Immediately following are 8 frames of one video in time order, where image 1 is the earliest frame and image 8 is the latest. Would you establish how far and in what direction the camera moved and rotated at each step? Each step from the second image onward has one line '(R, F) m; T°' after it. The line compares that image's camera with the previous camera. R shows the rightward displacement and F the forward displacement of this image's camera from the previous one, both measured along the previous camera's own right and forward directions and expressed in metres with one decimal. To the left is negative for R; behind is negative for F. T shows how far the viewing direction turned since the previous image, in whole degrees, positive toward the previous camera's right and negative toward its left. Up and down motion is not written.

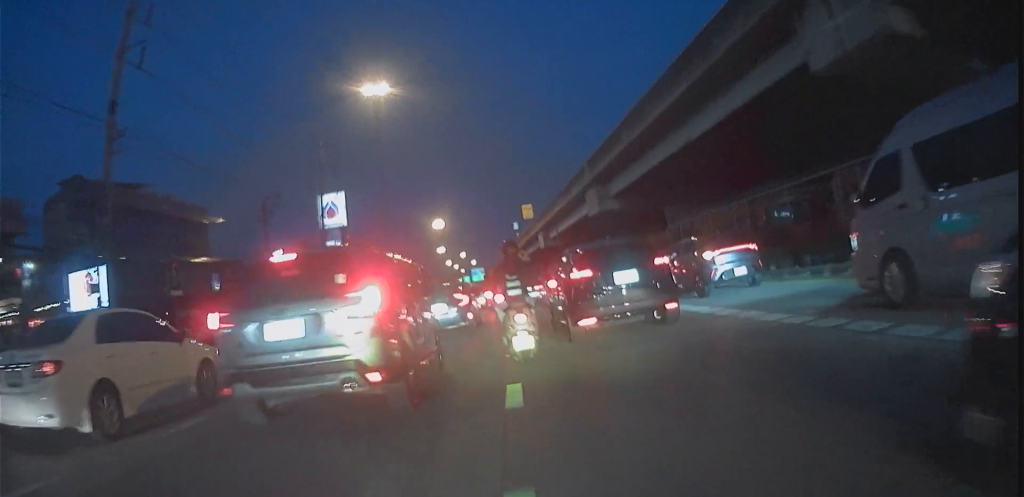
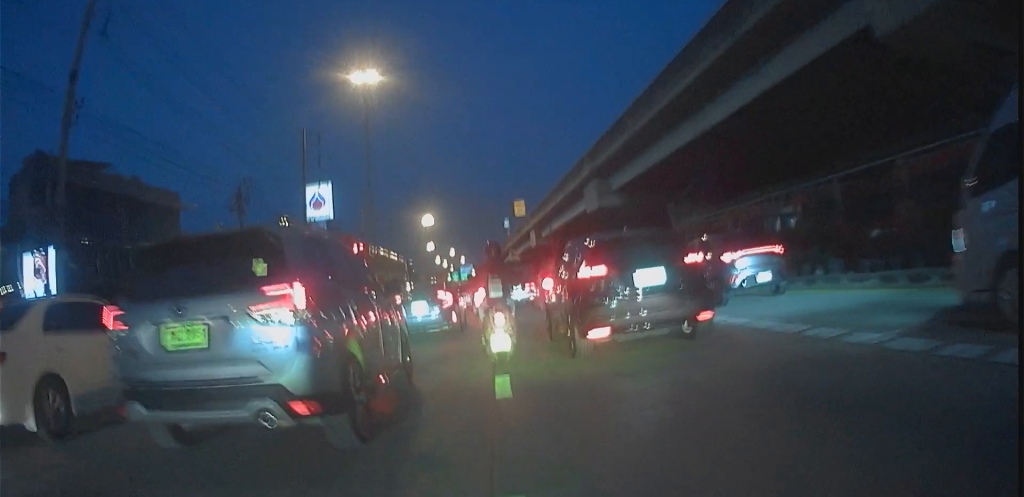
(-0.2, +3.4) m; -2°
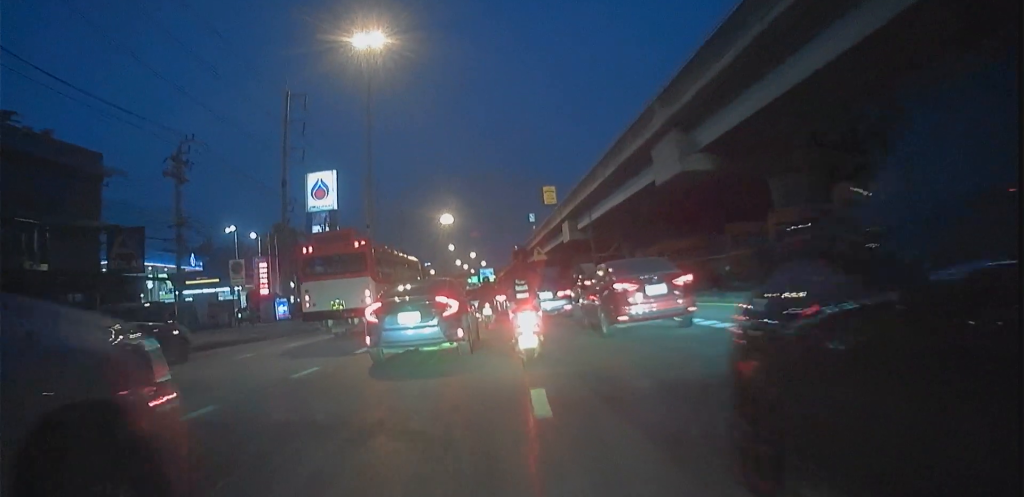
(-0.5, +12.0) m; -3°
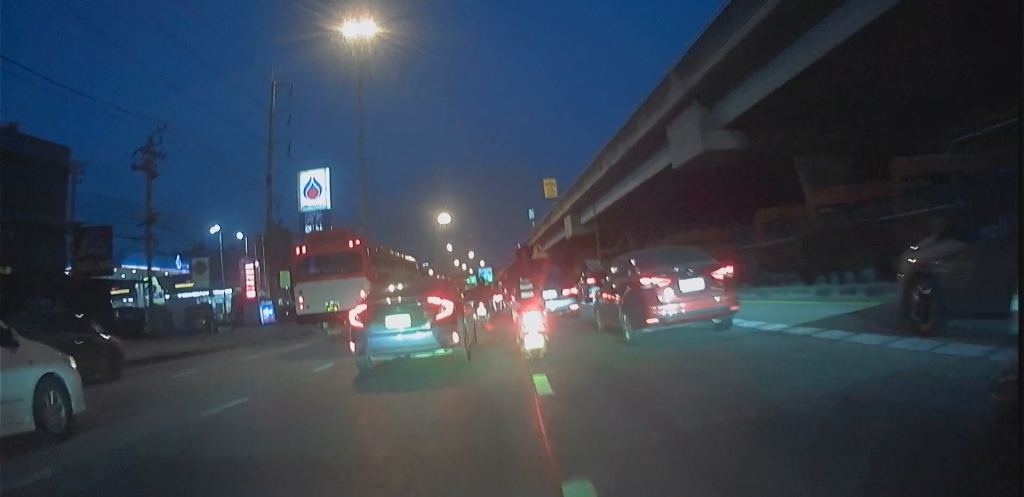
(0.0, +2.8) m; 0°
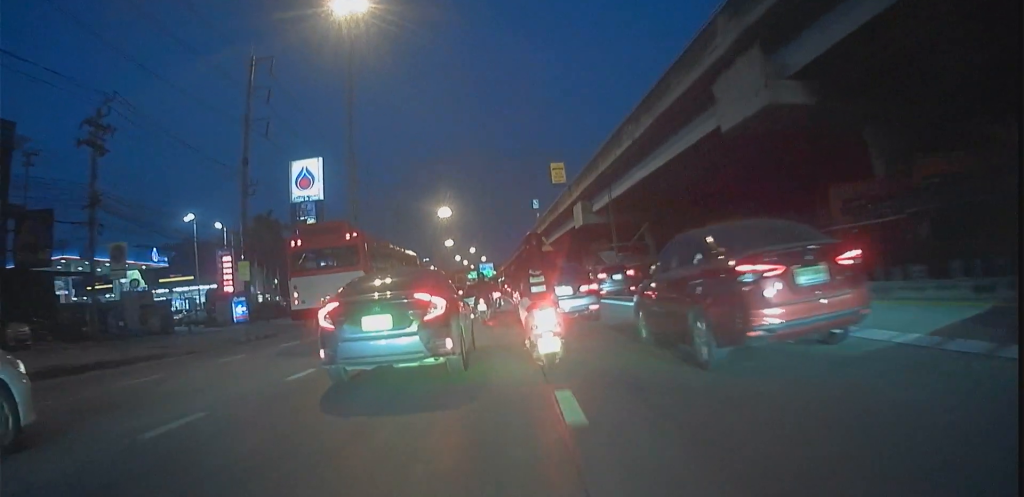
(0.0, +4.9) m; 0°
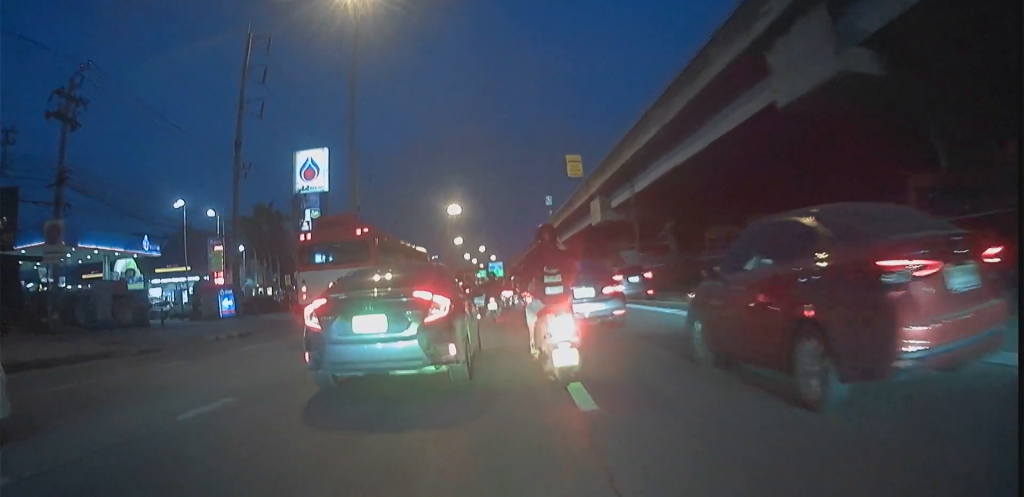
(0.0, +3.2) m; 0°
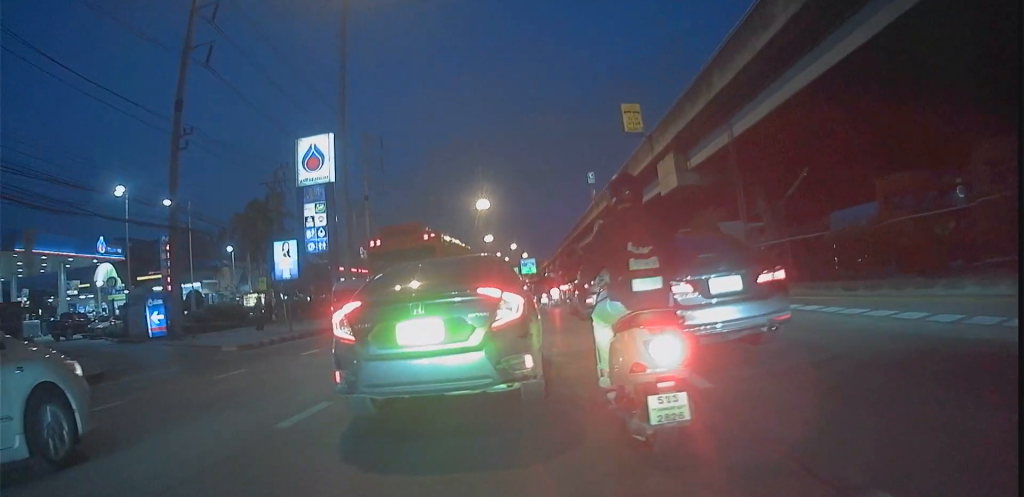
(0.0, +13.0) m; 0°
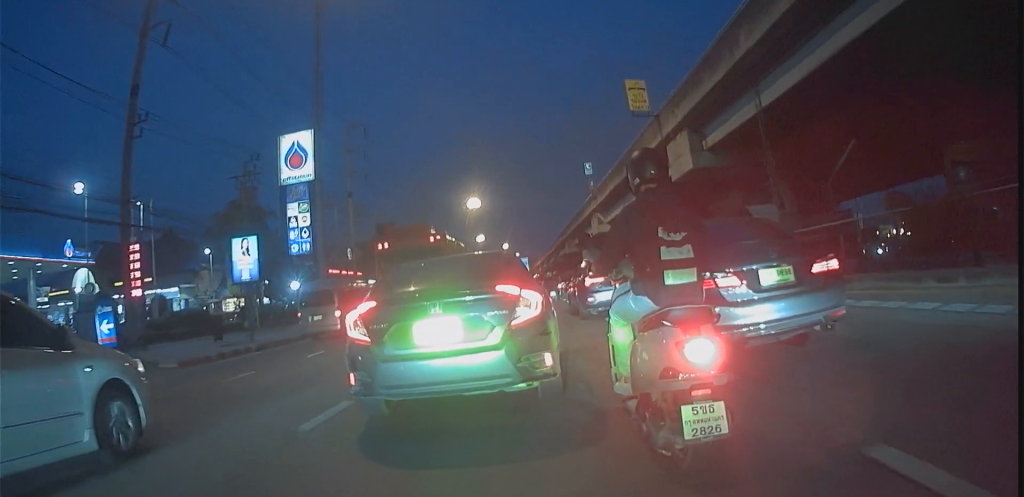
(0.0, +4.3) m; 0°
